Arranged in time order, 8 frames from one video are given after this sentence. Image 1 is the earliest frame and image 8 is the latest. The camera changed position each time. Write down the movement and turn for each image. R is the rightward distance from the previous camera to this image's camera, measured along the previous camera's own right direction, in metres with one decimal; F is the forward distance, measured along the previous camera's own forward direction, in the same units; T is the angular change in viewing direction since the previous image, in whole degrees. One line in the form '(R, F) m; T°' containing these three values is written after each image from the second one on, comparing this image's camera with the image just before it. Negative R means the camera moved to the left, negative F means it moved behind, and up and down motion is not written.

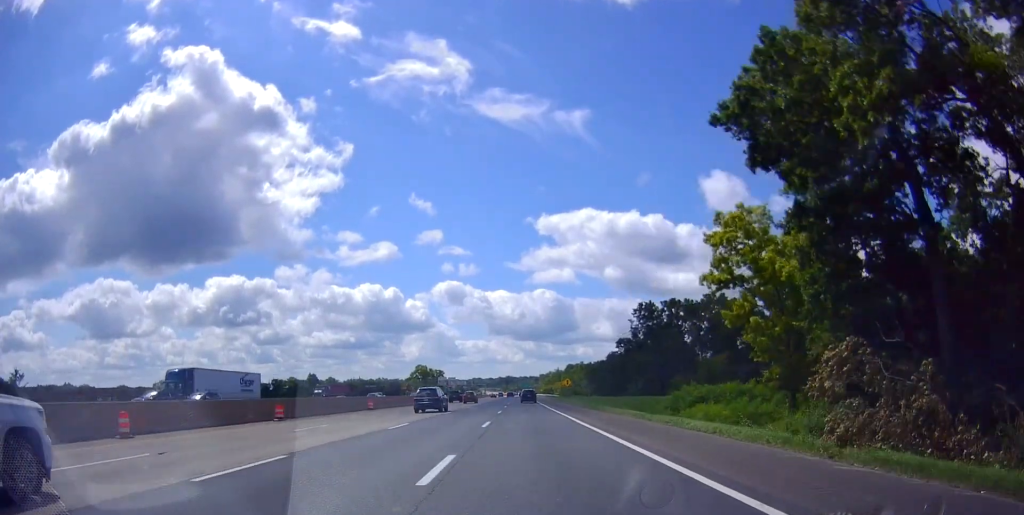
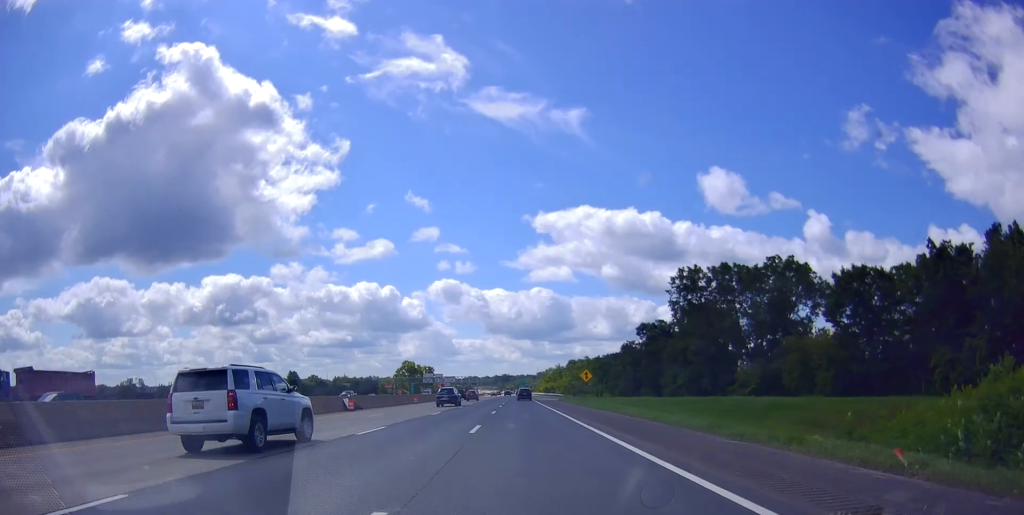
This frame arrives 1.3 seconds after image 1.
(-0.1, +35.6) m; +1°
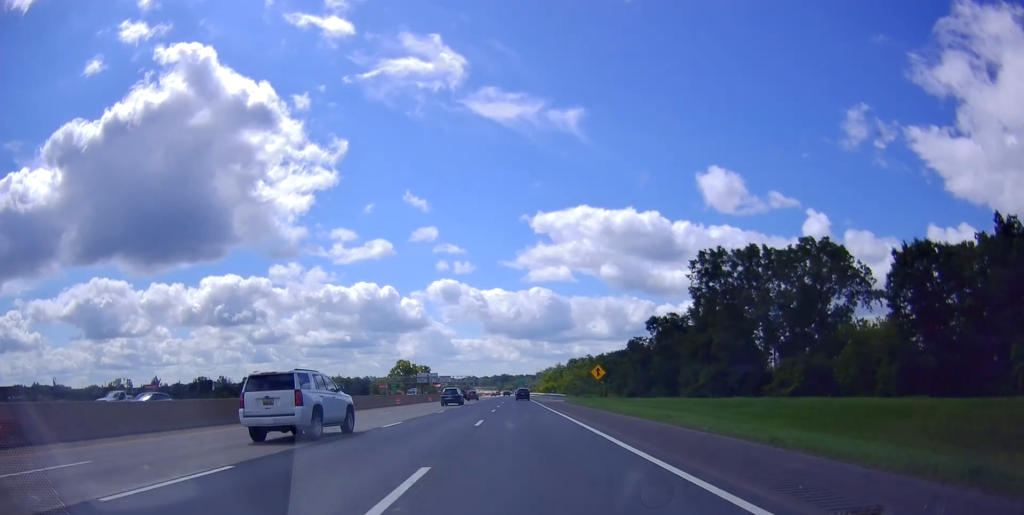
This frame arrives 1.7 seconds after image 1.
(+0.4, +12.4) m; 0°
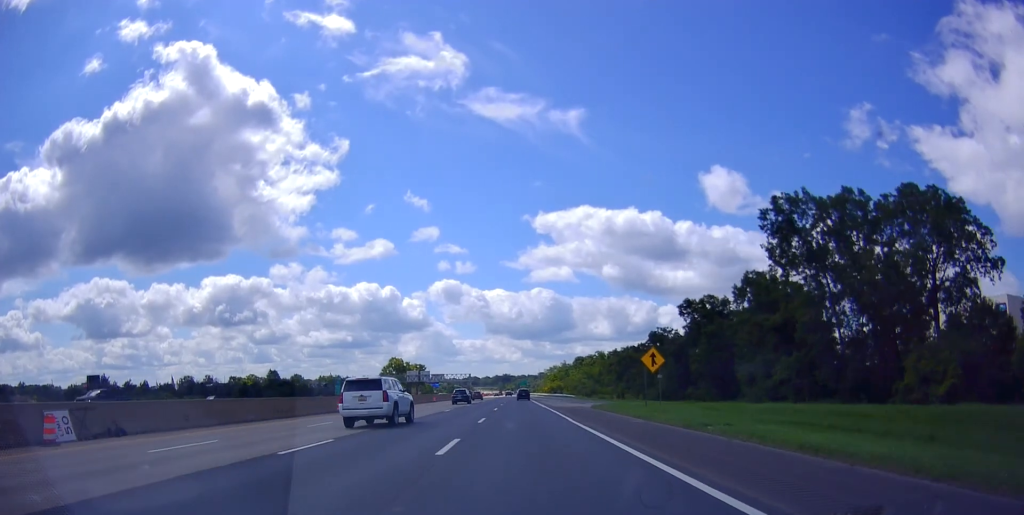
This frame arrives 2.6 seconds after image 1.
(-0.1, +26.0) m; 0°
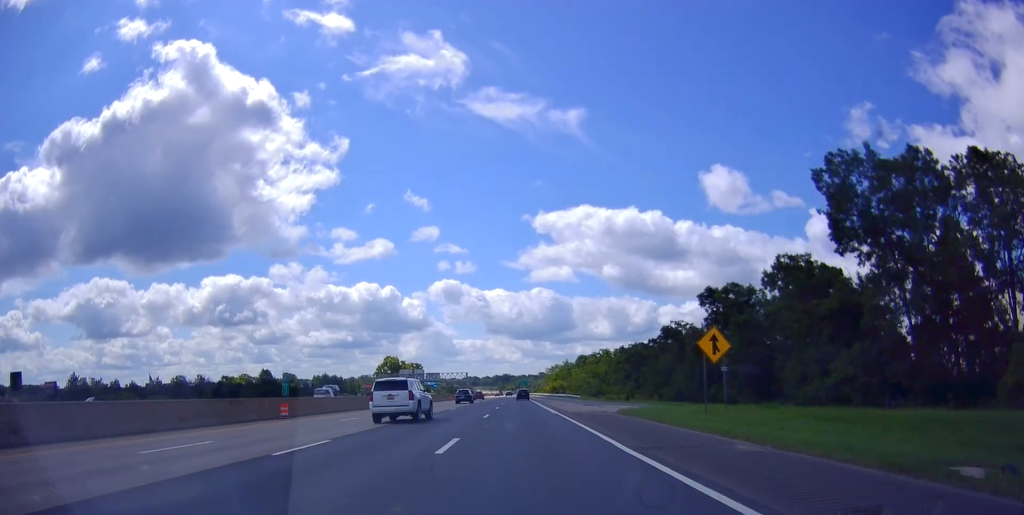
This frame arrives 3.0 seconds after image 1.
(-0.3, +12.6) m; 0°
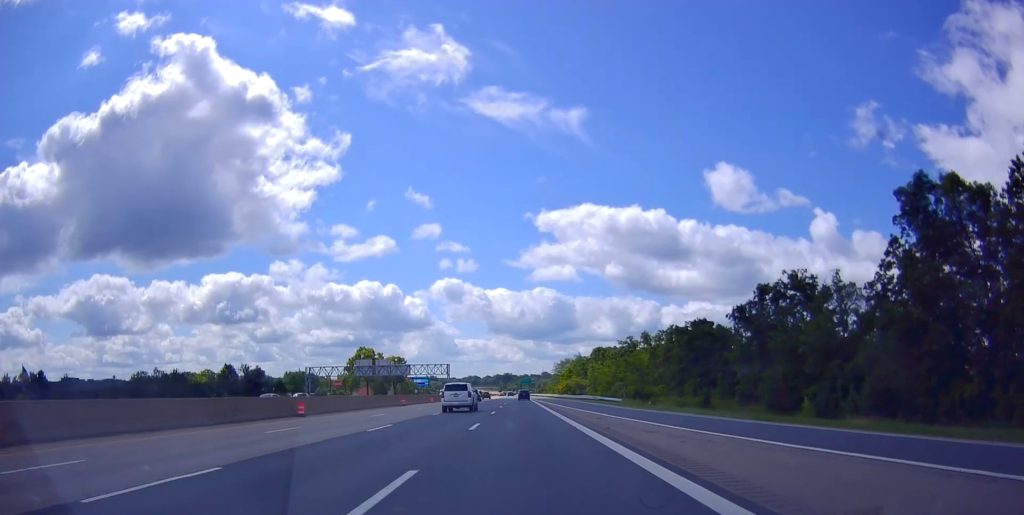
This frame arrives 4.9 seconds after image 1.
(+0.1, +56.0) m; -1°
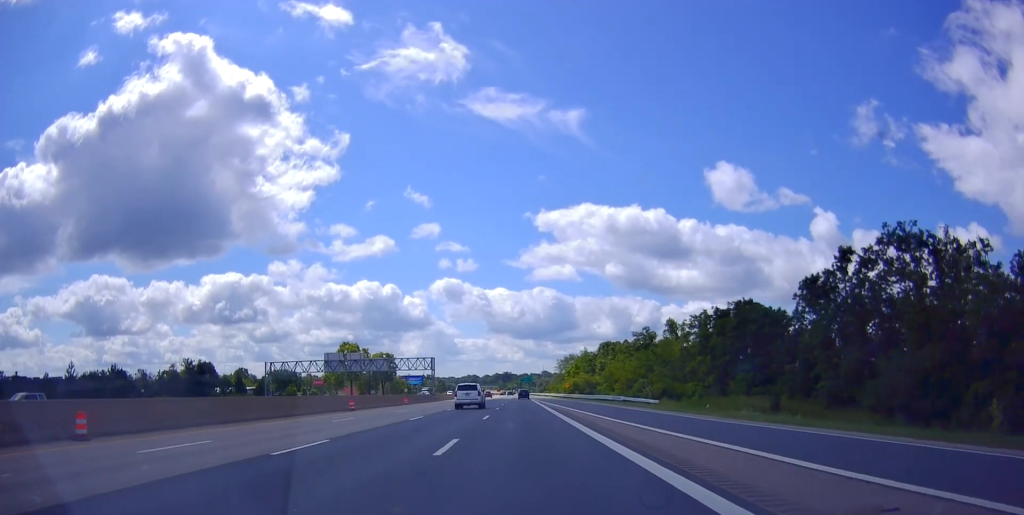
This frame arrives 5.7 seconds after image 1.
(+0.2, +23.8) m; +1°
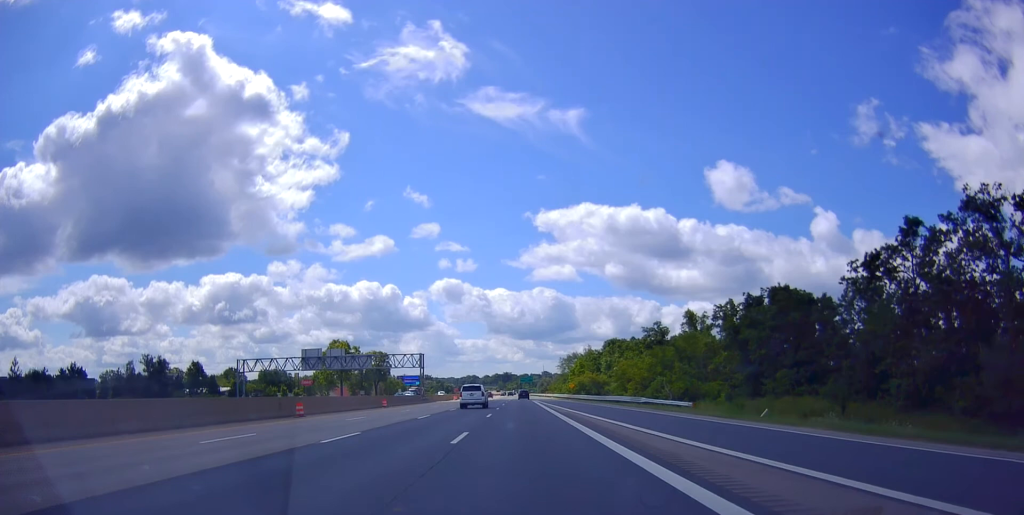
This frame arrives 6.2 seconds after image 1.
(0.0, +13.0) m; 0°
